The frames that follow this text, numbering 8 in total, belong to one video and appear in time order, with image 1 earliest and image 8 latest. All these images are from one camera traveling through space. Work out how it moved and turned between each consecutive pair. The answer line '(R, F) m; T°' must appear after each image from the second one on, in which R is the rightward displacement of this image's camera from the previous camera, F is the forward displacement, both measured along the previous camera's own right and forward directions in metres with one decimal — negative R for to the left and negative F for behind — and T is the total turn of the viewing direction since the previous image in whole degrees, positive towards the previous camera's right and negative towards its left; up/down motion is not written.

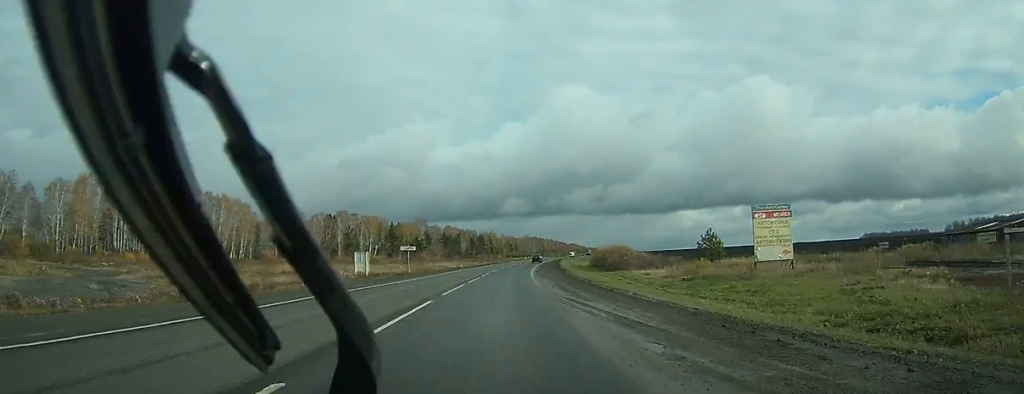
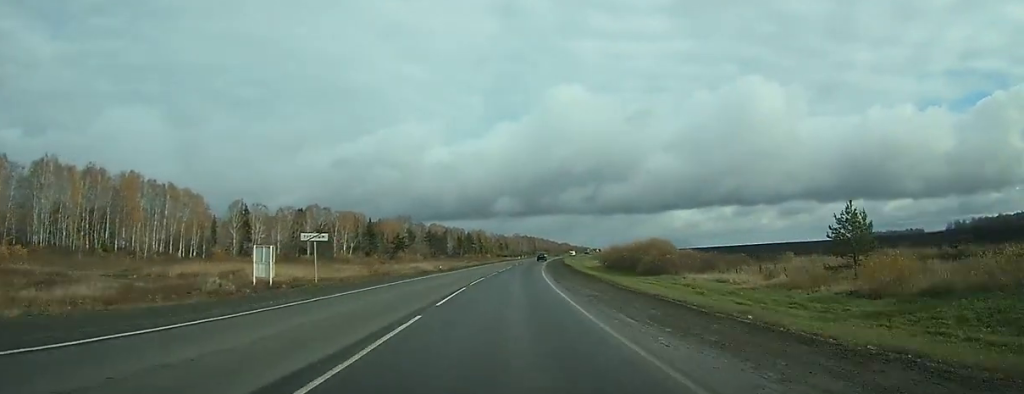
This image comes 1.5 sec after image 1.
(-0.4, +29.3) m; 0°
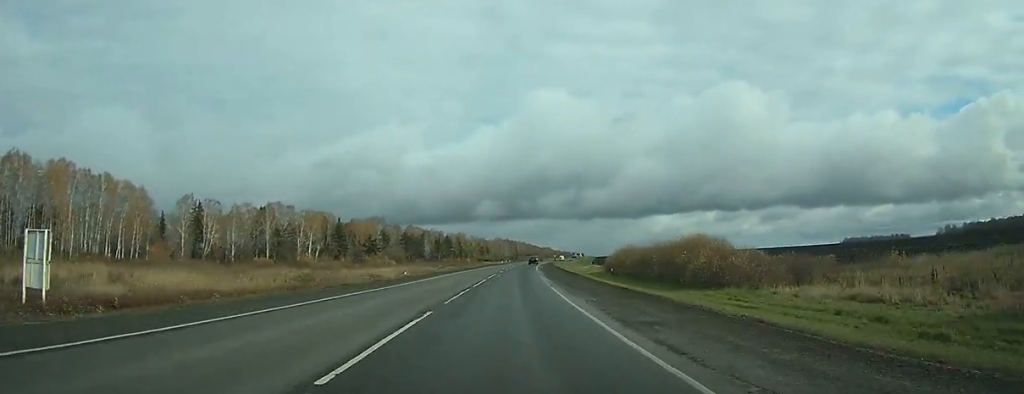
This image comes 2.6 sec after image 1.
(-0.1, +22.5) m; +1°
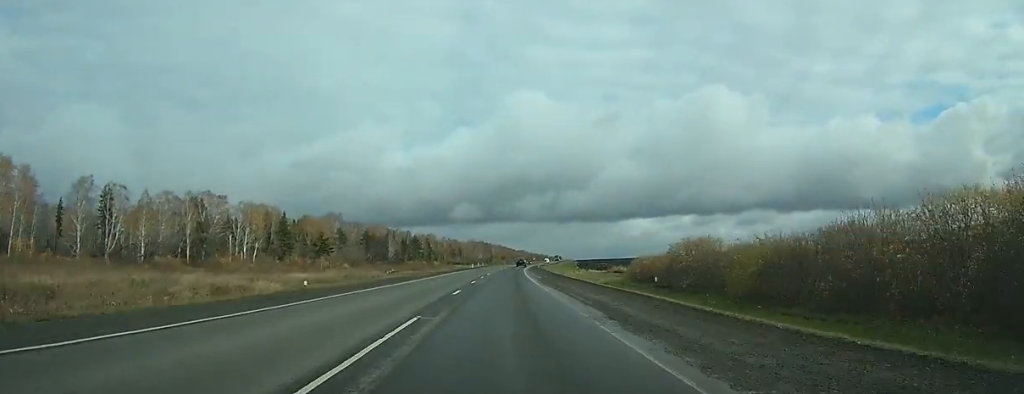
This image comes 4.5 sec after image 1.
(+0.3, +39.5) m; +2°
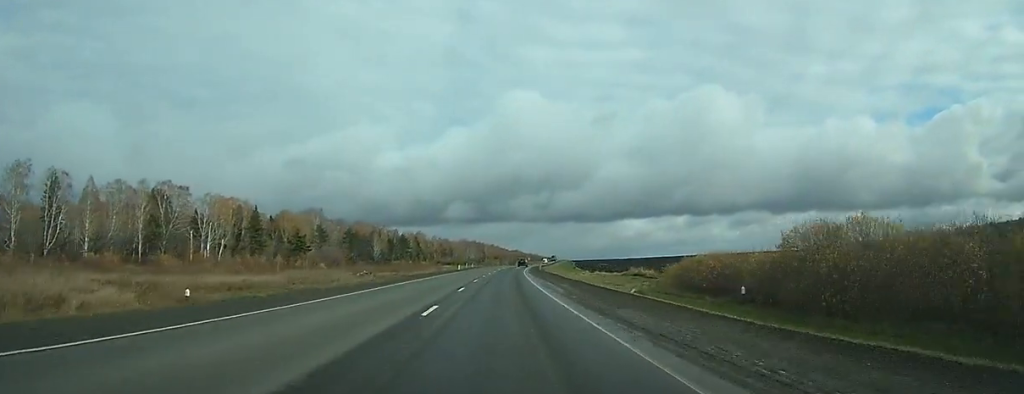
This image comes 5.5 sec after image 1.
(+0.5, +21.3) m; +2°
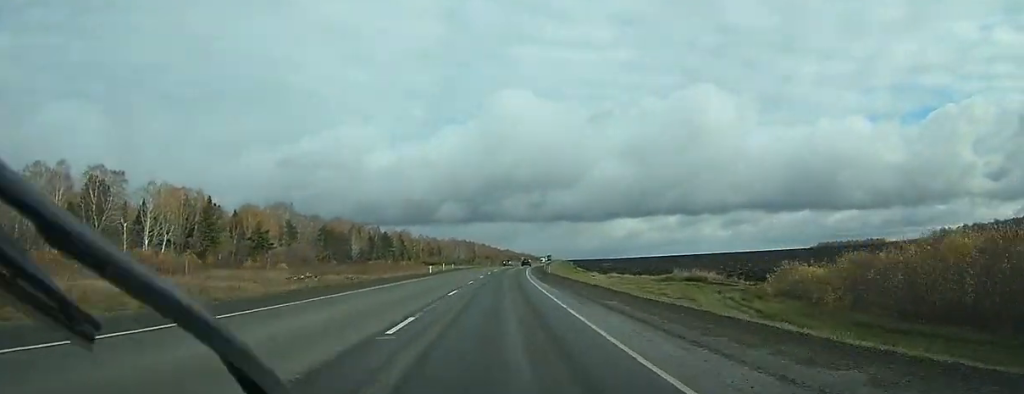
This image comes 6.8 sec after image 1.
(+0.4, +28.4) m; +2°
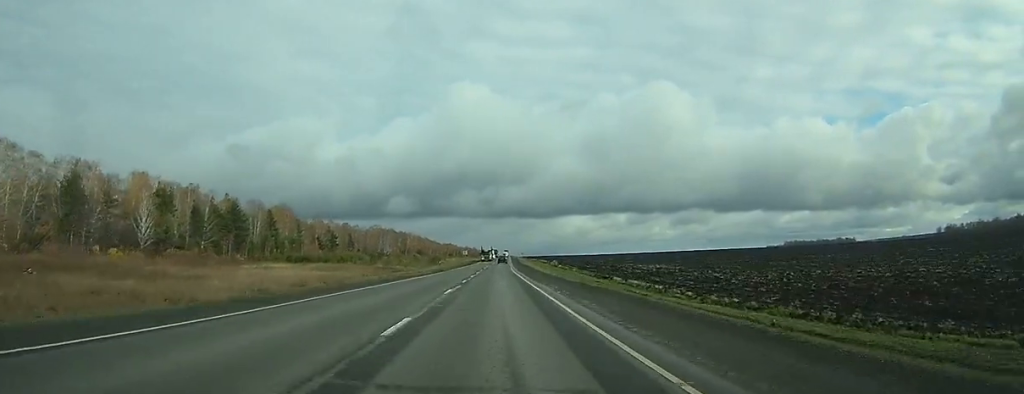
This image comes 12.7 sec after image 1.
(+8.8, +127.4) m; +6°
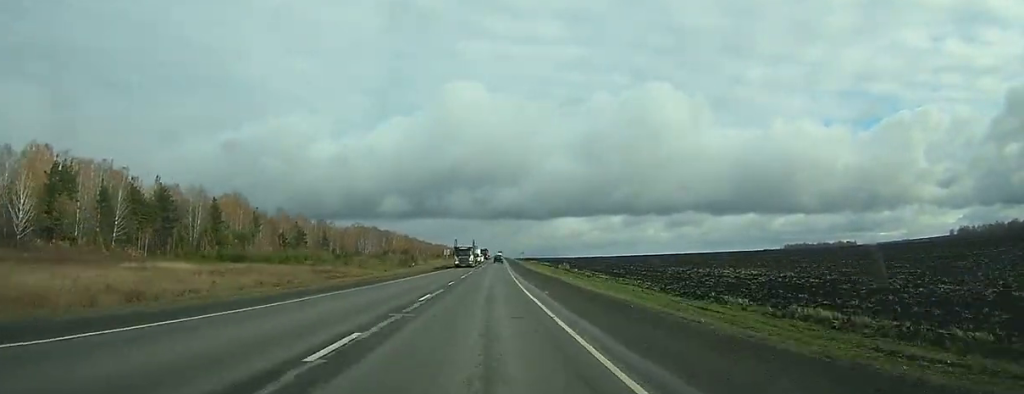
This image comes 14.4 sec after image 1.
(+0.1, +40.6) m; +1°
